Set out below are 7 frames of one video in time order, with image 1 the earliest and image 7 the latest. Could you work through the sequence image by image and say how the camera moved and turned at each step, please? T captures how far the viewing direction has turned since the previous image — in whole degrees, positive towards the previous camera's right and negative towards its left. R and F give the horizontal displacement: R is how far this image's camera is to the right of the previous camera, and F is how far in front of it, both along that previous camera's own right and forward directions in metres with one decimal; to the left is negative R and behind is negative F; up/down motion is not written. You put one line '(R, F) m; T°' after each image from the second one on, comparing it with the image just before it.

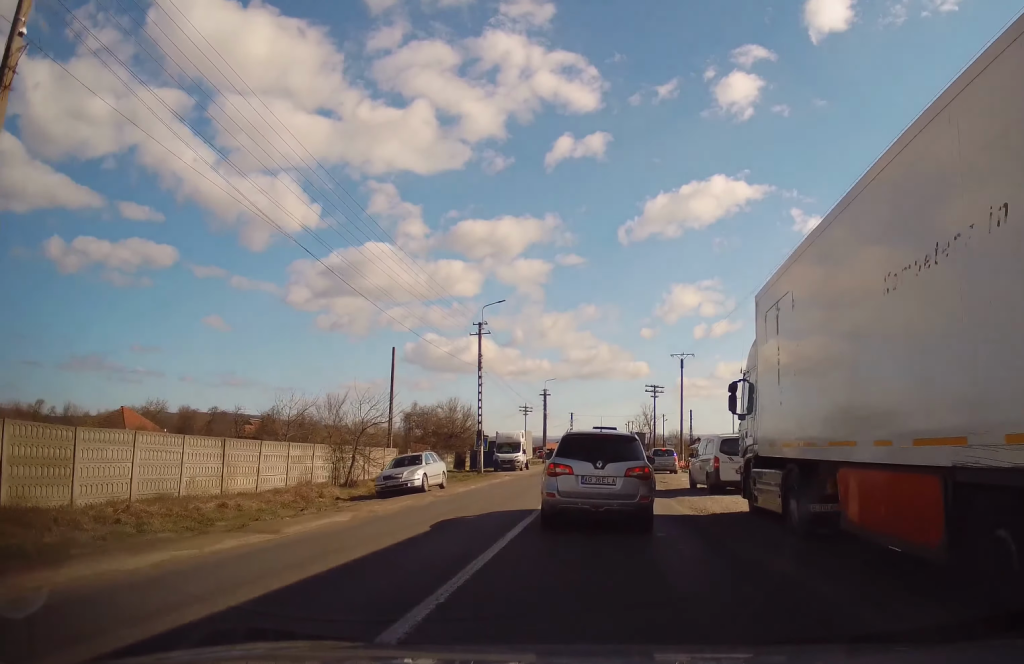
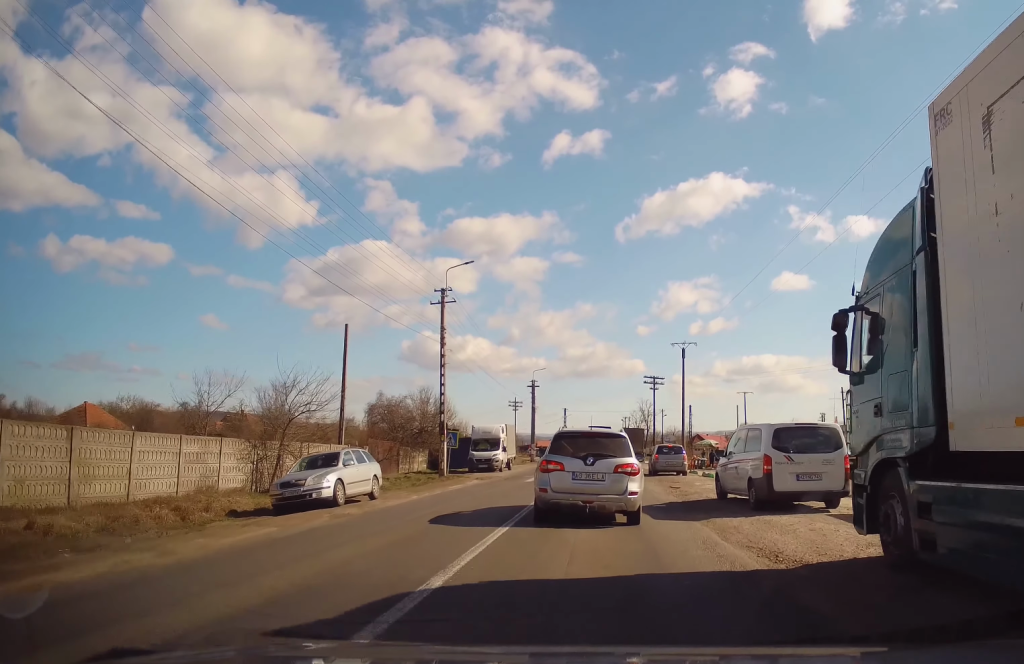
(+0.8, +7.1) m; +7°
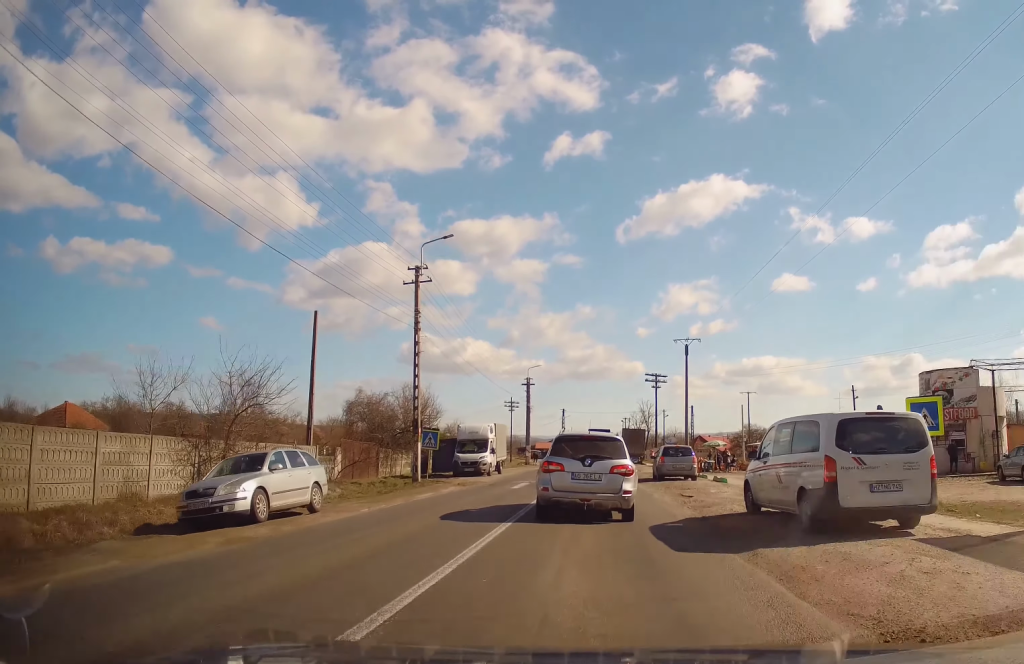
(-0.4, +4.2) m; -7°
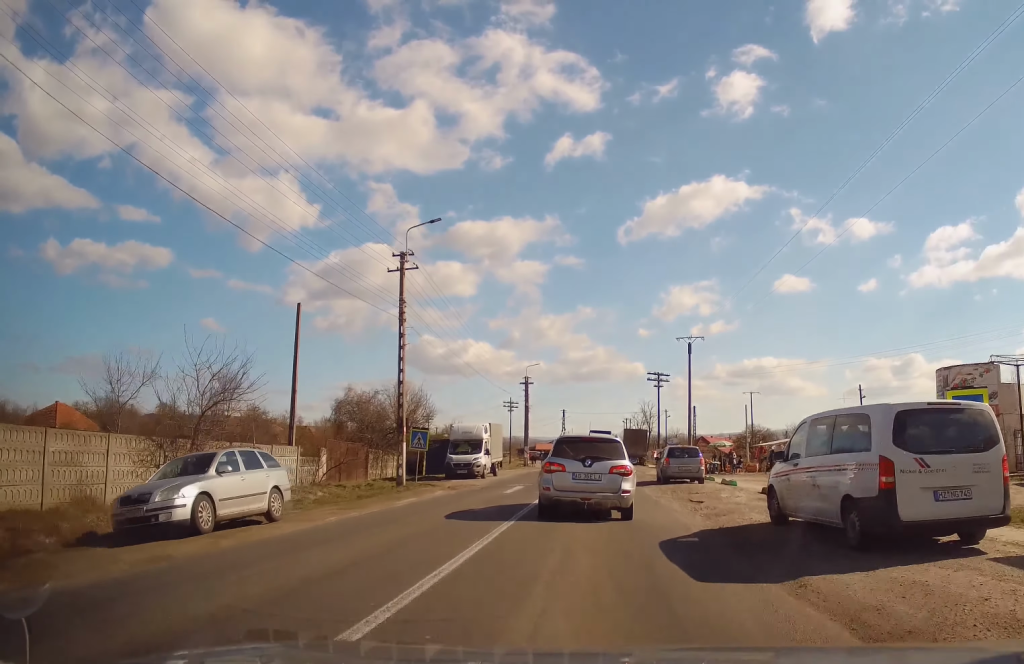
(-0.1, +2.1) m; -1°
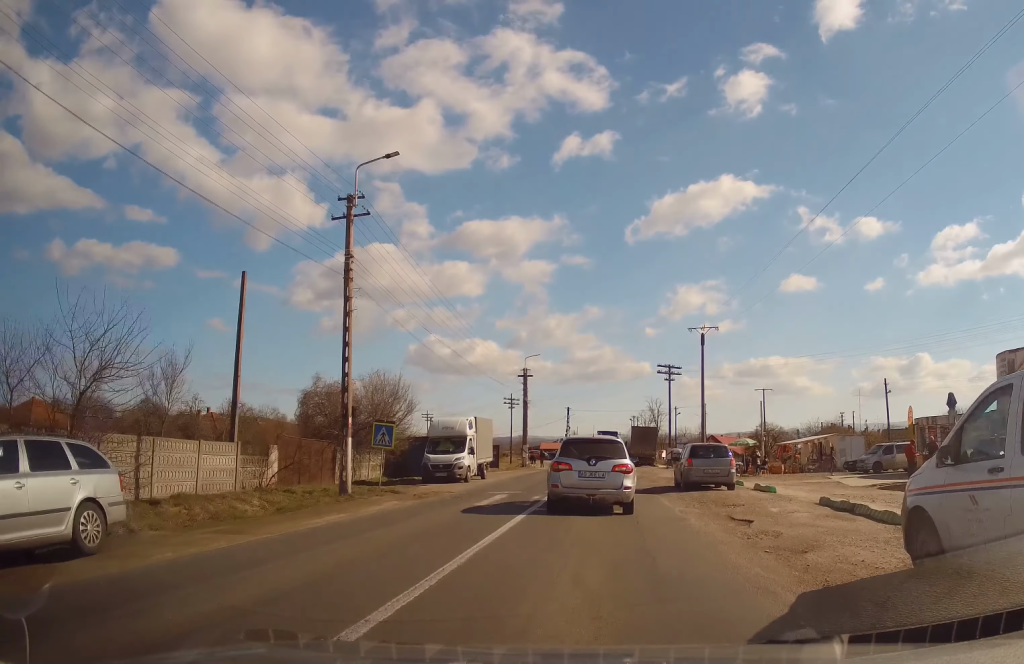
(0.0, +5.5) m; 0°
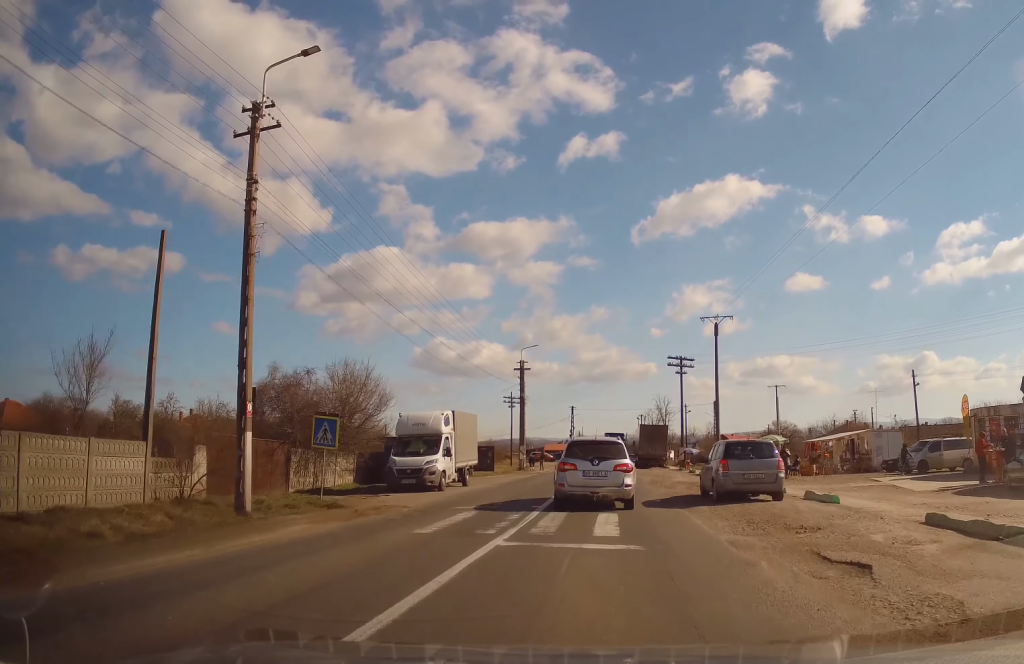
(0.0, +5.5) m; -2°
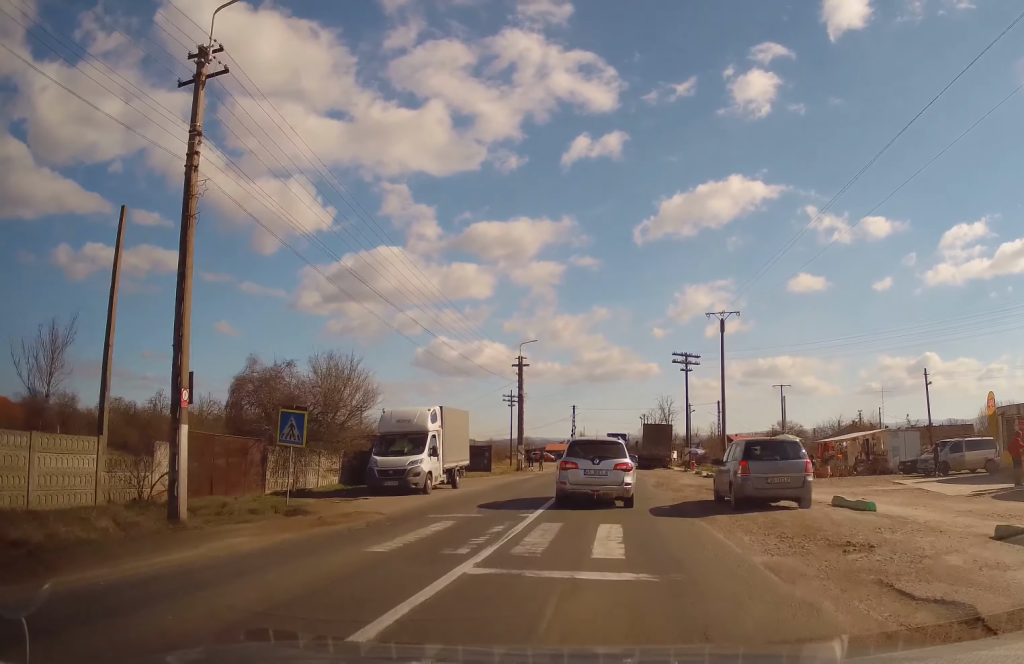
(0.0, +2.1) m; -1°
